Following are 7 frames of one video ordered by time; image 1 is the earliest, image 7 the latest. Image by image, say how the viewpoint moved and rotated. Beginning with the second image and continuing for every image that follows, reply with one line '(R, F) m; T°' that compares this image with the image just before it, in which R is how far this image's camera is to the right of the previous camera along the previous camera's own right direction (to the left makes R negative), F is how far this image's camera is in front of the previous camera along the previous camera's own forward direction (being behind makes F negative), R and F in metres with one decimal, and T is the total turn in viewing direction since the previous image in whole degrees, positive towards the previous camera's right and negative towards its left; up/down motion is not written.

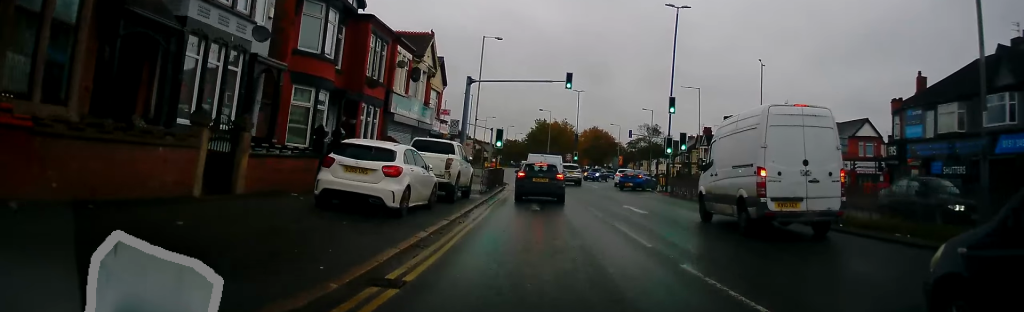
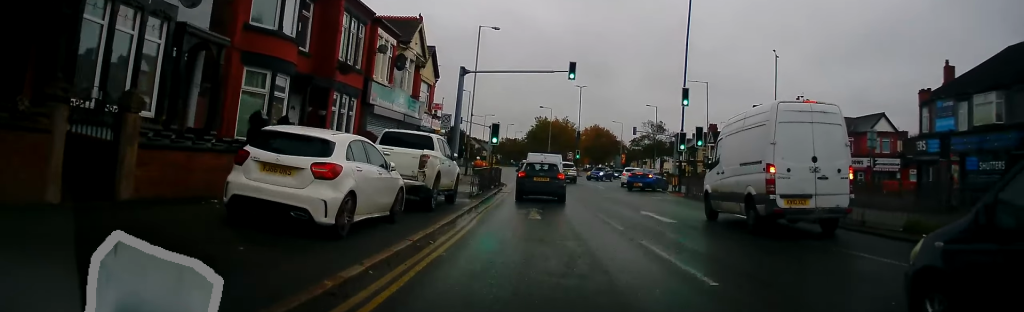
(-0.2, +3.5) m; 0°
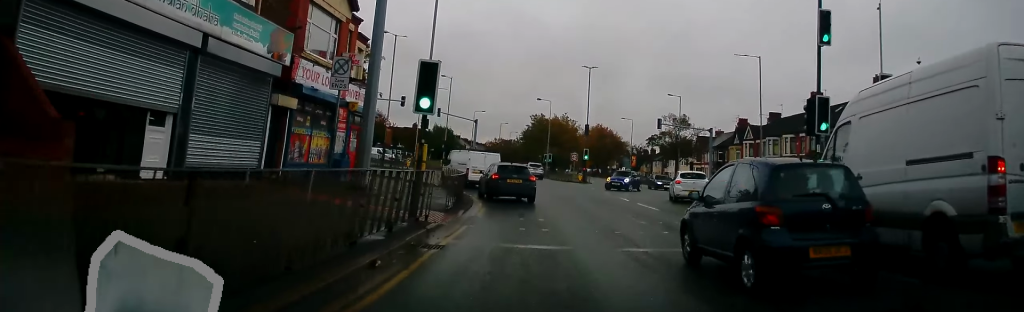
(+0.4, +18.5) m; +2°
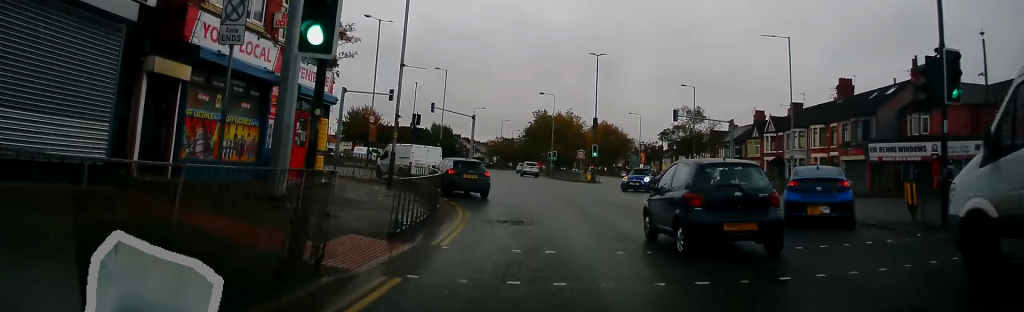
(-0.1, +6.2) m; -2°
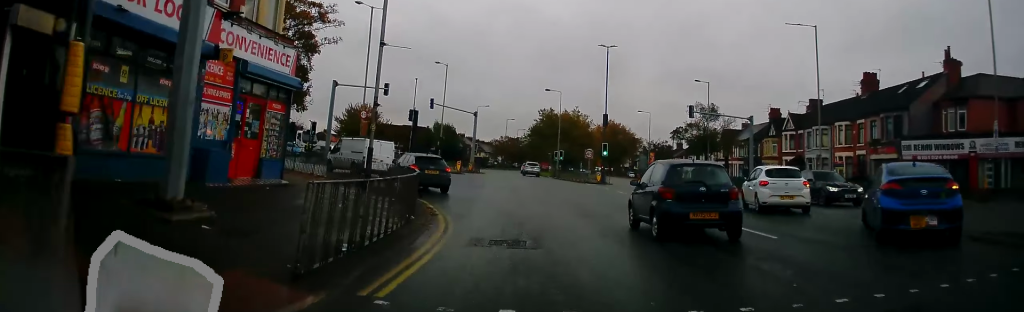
(0.0, +4.0) m; -1°
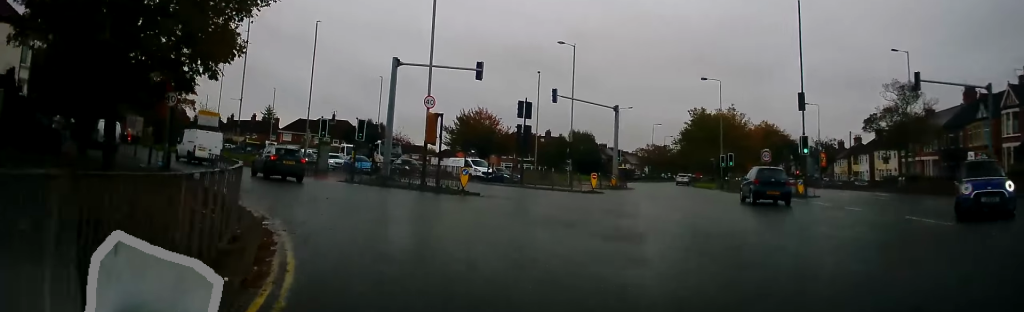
(-0.8, +18.1) m; -9°
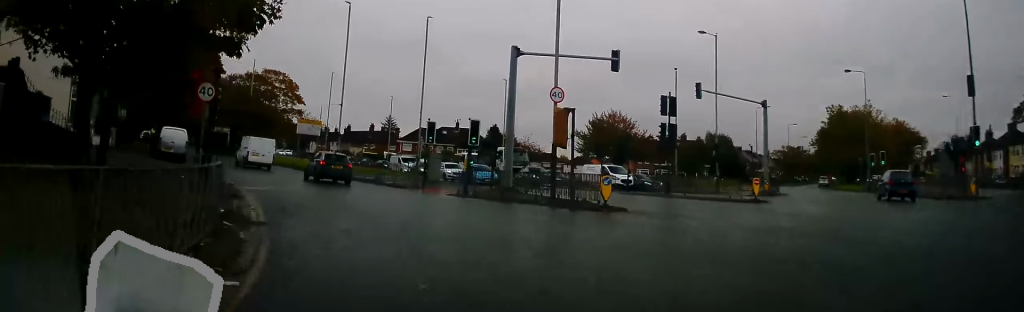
(-0.2, +5.6) m; -12°
